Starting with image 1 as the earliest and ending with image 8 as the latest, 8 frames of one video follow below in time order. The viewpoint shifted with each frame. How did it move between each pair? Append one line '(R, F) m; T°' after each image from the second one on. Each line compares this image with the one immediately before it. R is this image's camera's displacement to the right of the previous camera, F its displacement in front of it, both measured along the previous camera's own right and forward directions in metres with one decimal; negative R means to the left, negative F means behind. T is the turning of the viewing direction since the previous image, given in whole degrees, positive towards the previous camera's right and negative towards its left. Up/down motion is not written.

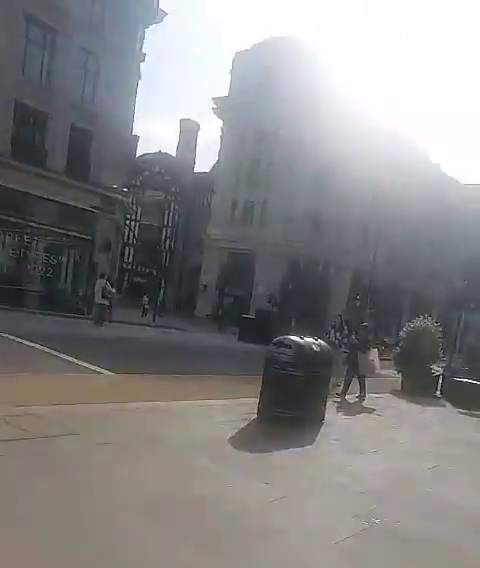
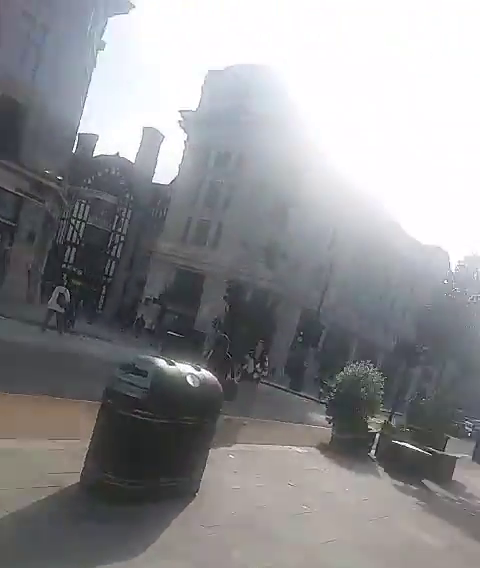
(+0.3, +2.1) m; +20°
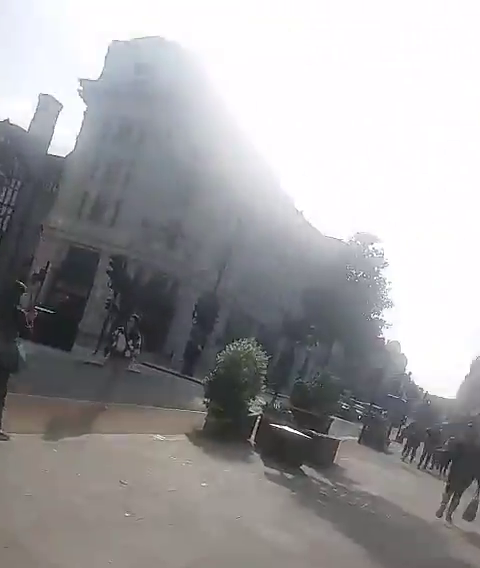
(+0.1, +1.3) m; +14°
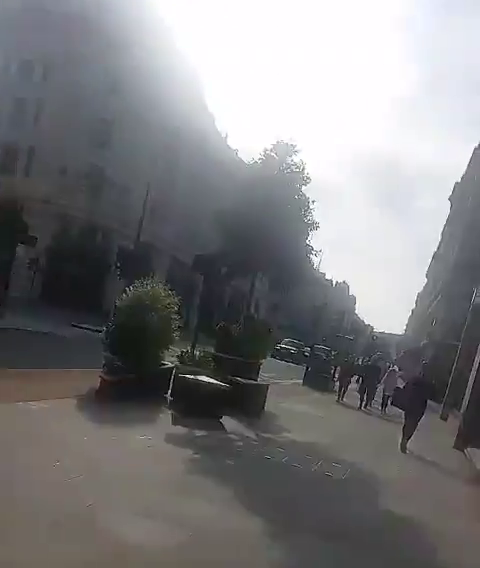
(+0.3, +1.6) m; +3°
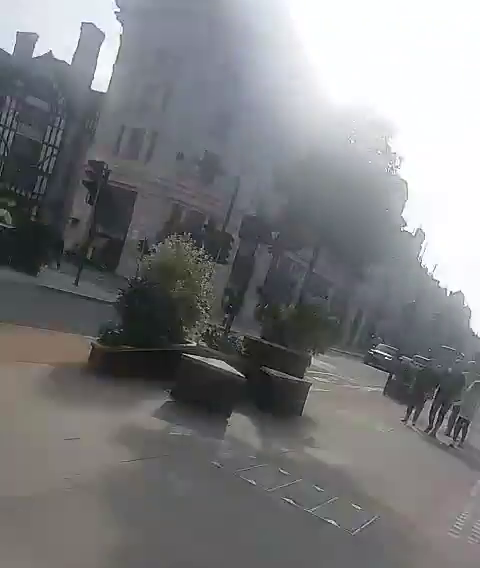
(0.0, +2.2) m; -5°
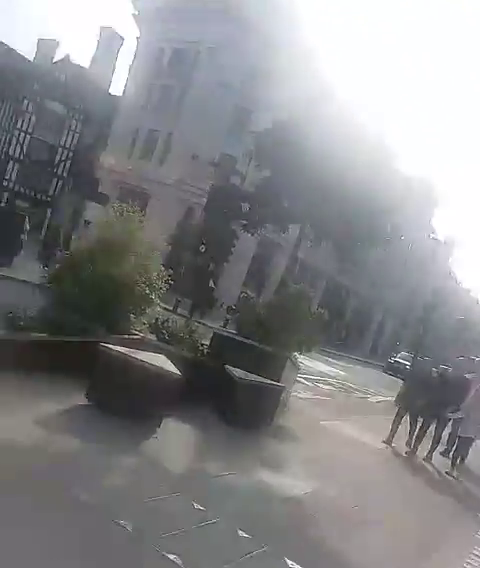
(-0.1, +1.6) m; -5°
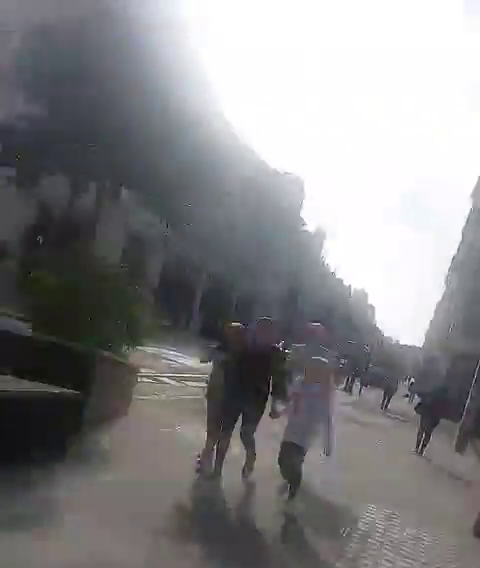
(0.0, +1.8) m; -3°
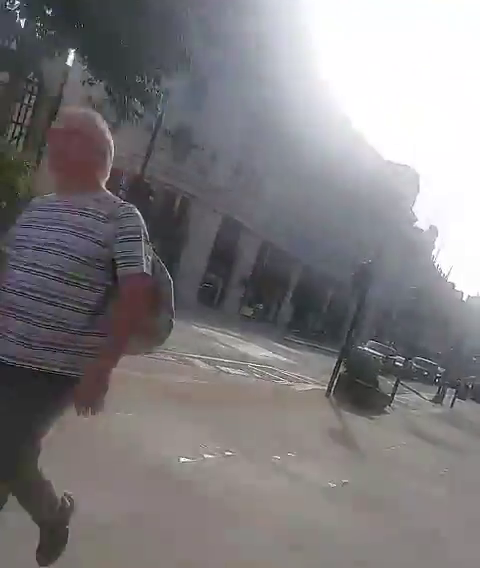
(-0.1, +2.4) m; -5°
